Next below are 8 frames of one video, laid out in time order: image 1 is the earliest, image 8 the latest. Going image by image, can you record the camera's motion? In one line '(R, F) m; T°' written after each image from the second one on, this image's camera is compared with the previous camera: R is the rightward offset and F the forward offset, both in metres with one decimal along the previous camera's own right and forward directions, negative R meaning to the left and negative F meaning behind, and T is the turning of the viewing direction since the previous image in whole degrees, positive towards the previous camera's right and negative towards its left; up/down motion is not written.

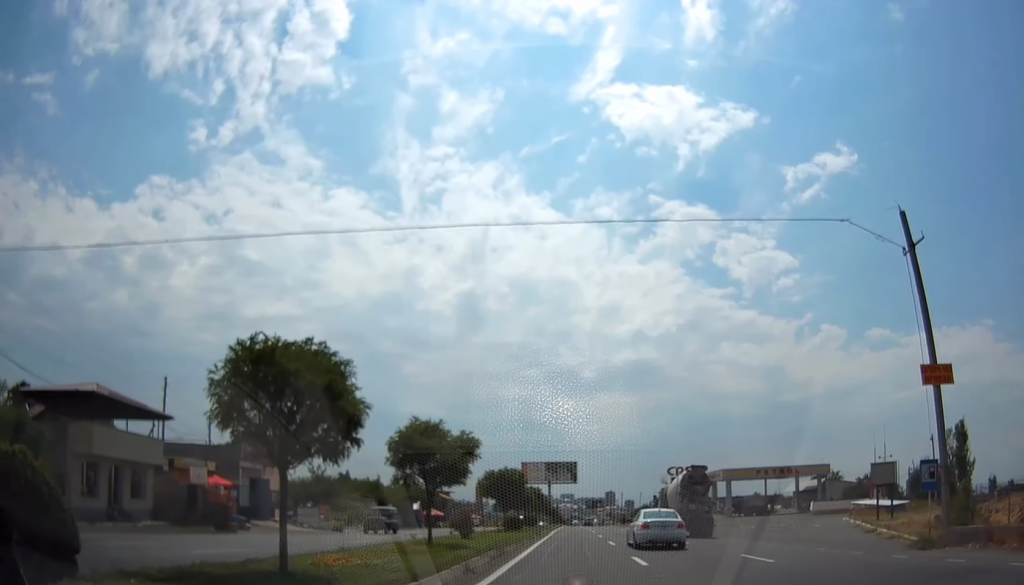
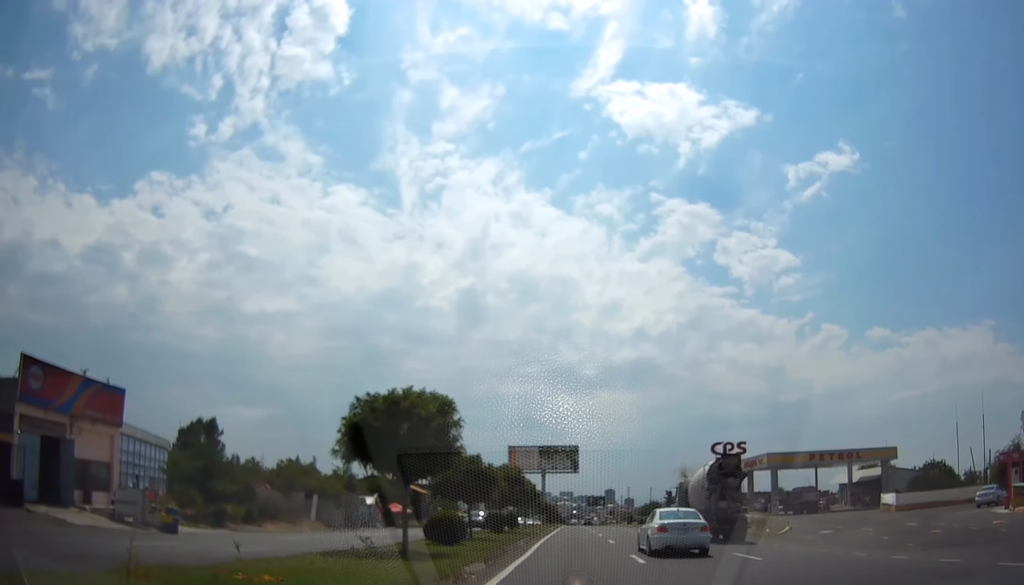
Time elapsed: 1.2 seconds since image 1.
(+0.2, +22.7) m; 0°
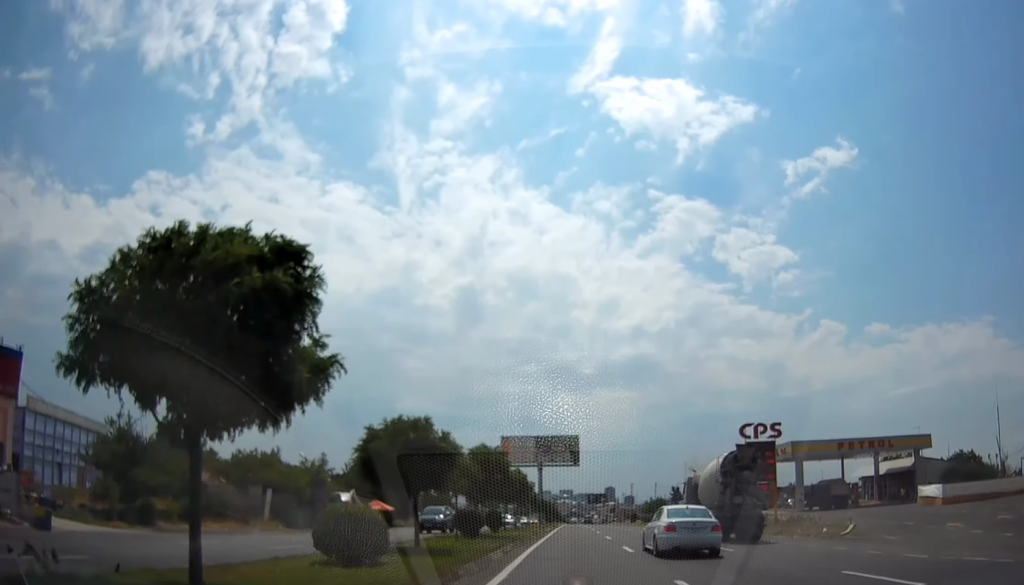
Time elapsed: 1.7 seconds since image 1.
(-0.1, +8.8) m; 0°
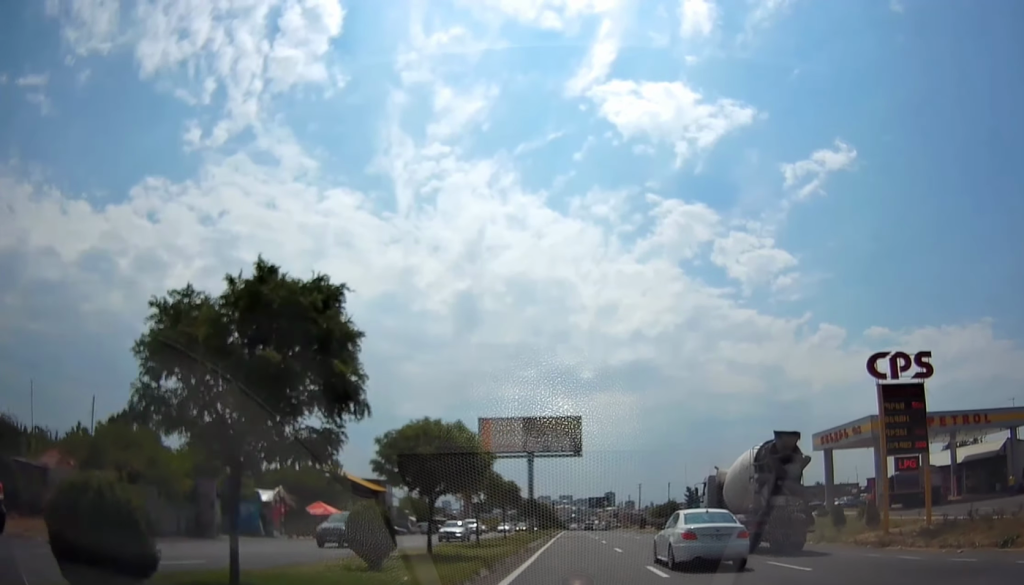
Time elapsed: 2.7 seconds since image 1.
(0.0, +19.2) m; 0°
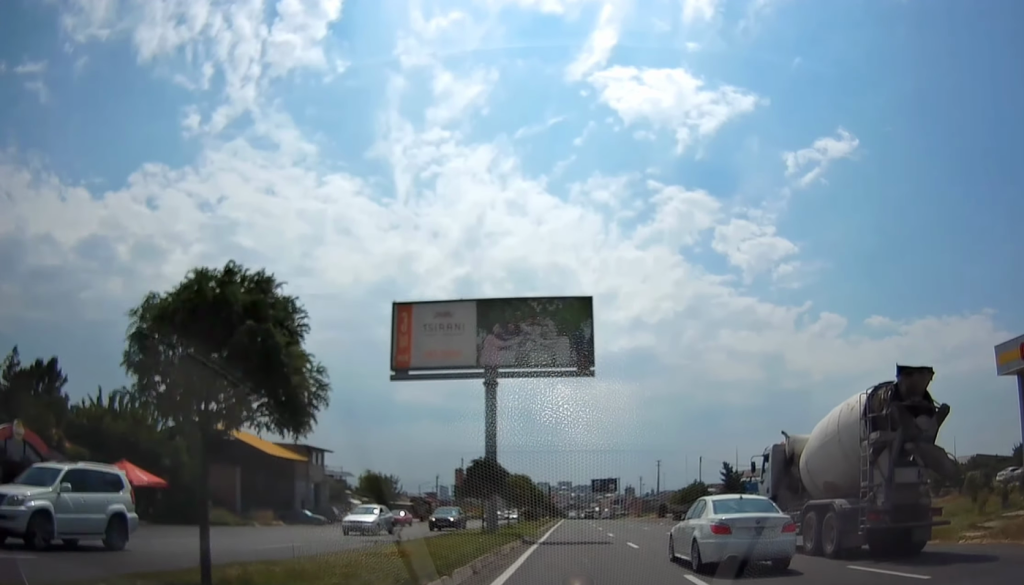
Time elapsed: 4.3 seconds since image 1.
(-0.1, +30.8) m; -1°
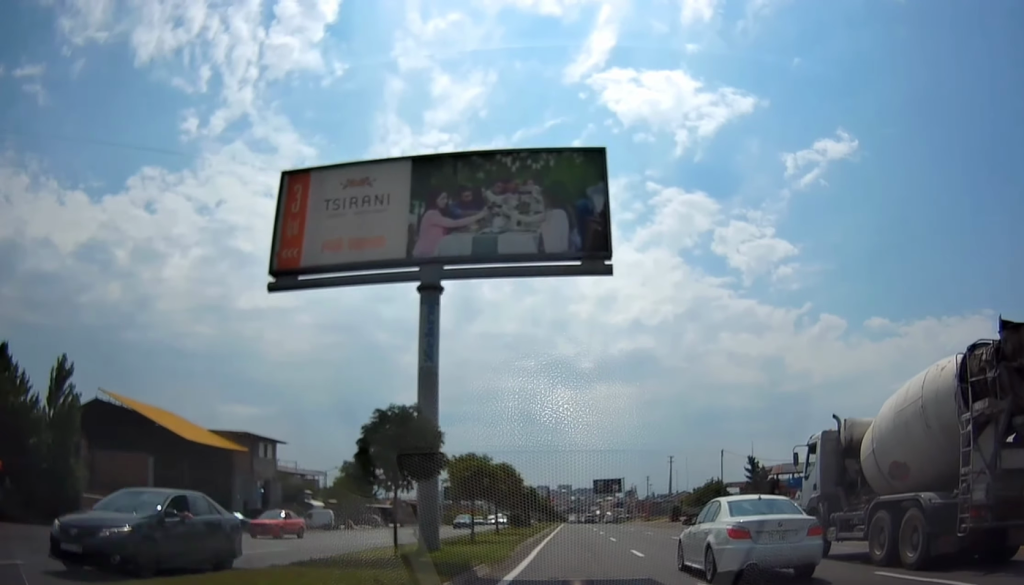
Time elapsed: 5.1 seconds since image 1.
(0.0, +13.6) m; 0°
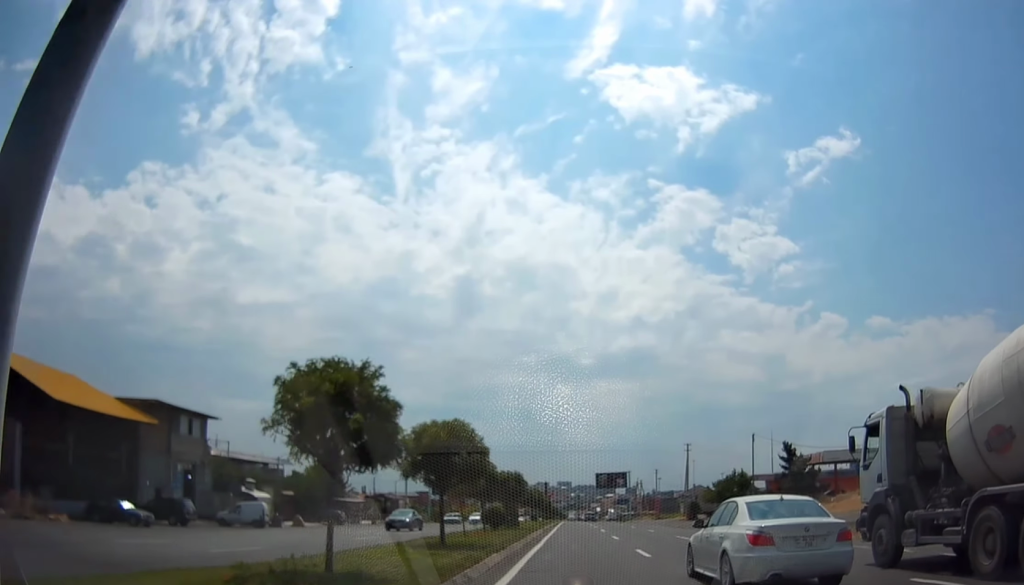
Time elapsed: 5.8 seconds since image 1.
(0.0, +14.2) m; +1°
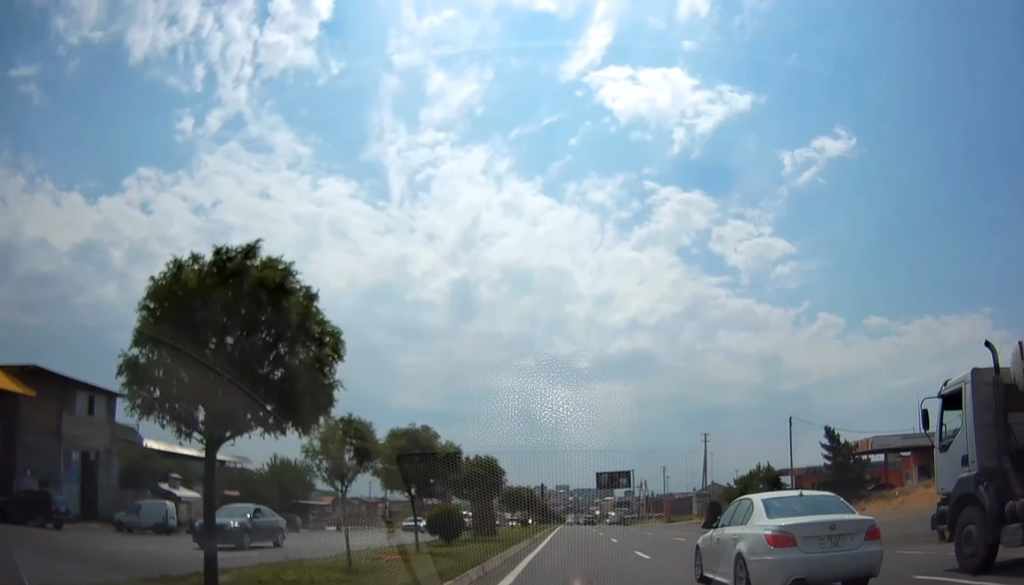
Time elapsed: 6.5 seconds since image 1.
(+0.1, +12.3) m; +1°
